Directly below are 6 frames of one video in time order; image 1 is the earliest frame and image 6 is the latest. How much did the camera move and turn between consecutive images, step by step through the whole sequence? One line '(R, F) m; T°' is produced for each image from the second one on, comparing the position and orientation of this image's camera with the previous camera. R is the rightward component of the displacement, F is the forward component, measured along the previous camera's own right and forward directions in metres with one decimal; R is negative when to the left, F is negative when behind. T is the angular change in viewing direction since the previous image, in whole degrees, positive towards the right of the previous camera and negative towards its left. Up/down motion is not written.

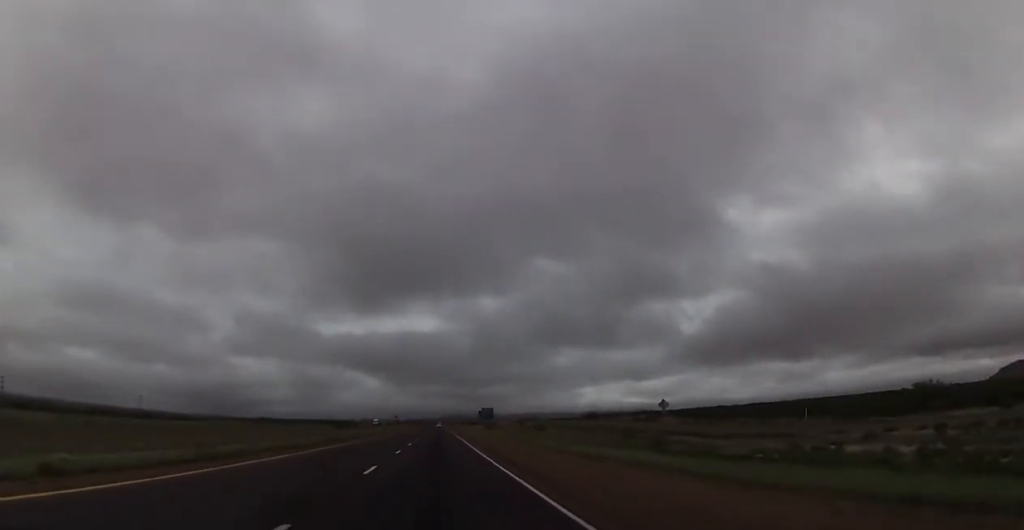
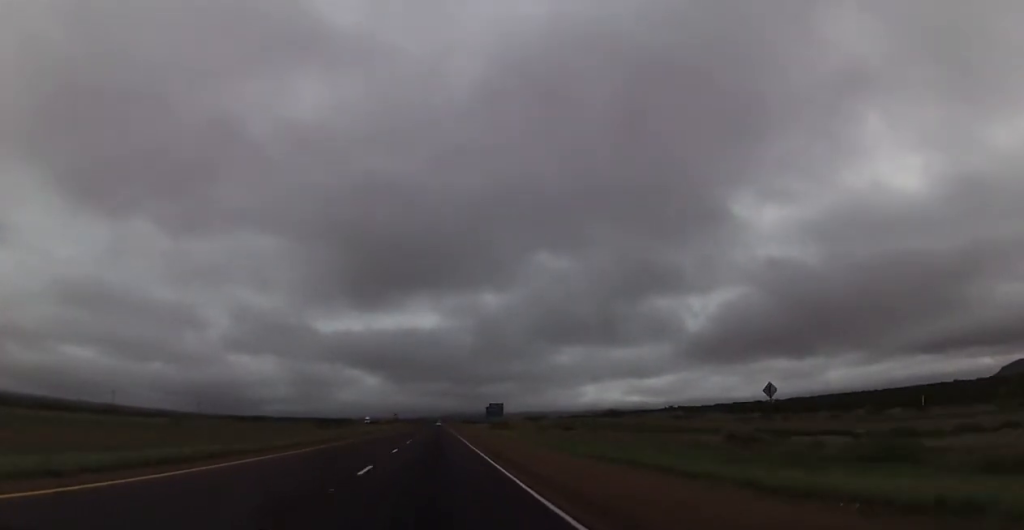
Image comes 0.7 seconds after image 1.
(+0.1, +24.8) m; 0°
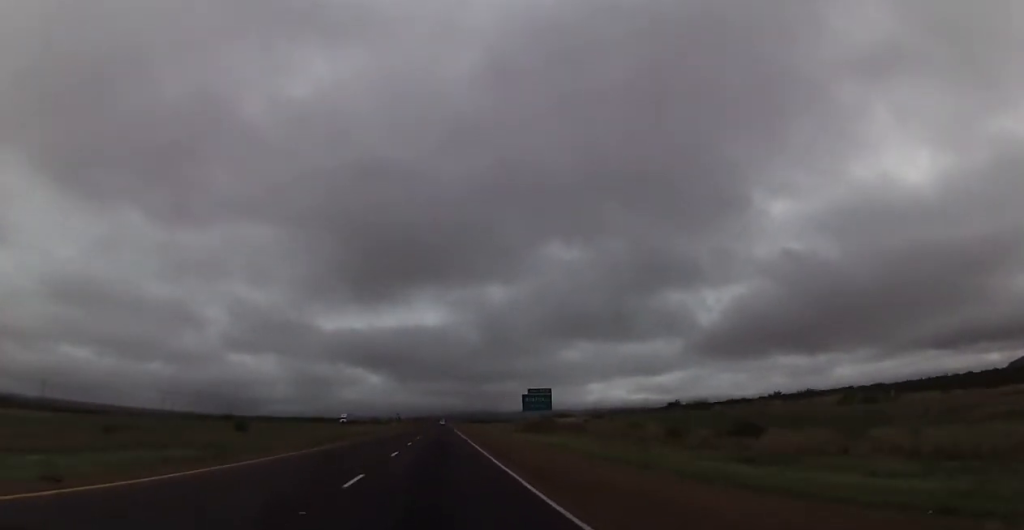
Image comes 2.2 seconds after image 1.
(-0.1, +51.7) m; 0°
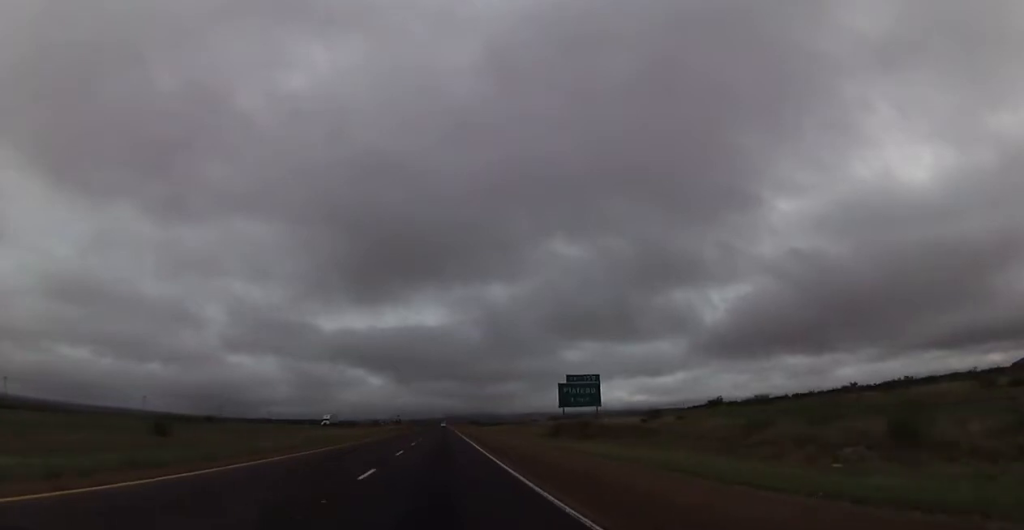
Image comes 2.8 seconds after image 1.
(+0.1, +22.4) m; 0°
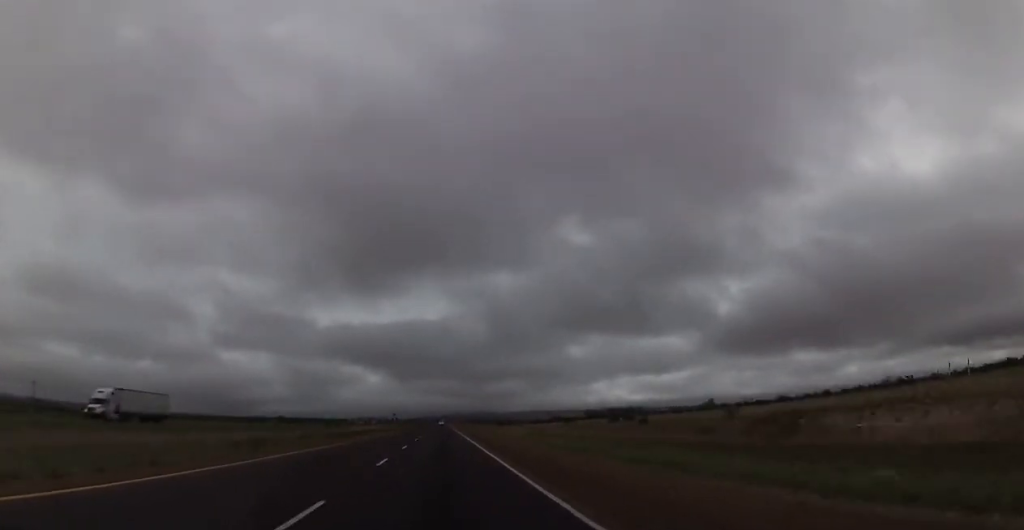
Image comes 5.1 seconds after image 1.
(-0.1, +80.9) m; 0°
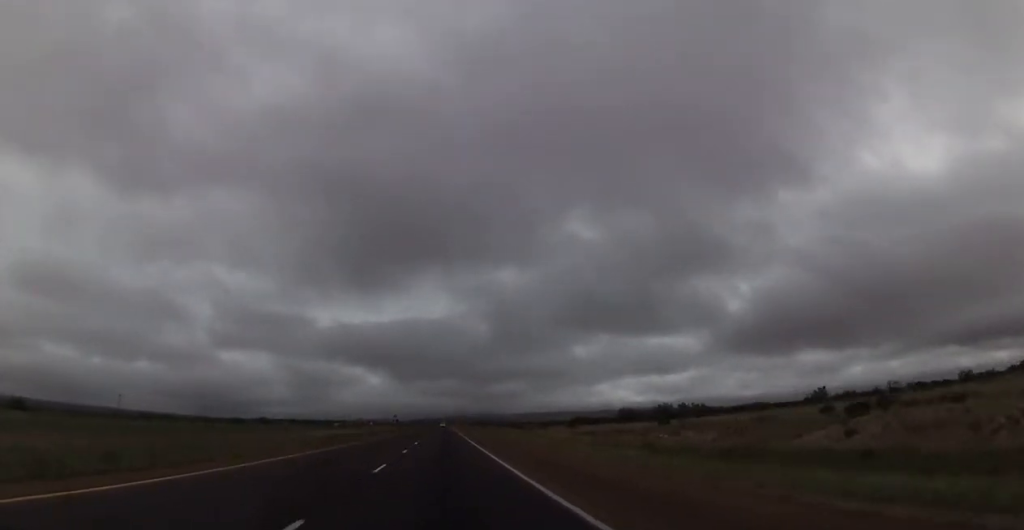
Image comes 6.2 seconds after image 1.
(0.0, +38.7) m; 0°
